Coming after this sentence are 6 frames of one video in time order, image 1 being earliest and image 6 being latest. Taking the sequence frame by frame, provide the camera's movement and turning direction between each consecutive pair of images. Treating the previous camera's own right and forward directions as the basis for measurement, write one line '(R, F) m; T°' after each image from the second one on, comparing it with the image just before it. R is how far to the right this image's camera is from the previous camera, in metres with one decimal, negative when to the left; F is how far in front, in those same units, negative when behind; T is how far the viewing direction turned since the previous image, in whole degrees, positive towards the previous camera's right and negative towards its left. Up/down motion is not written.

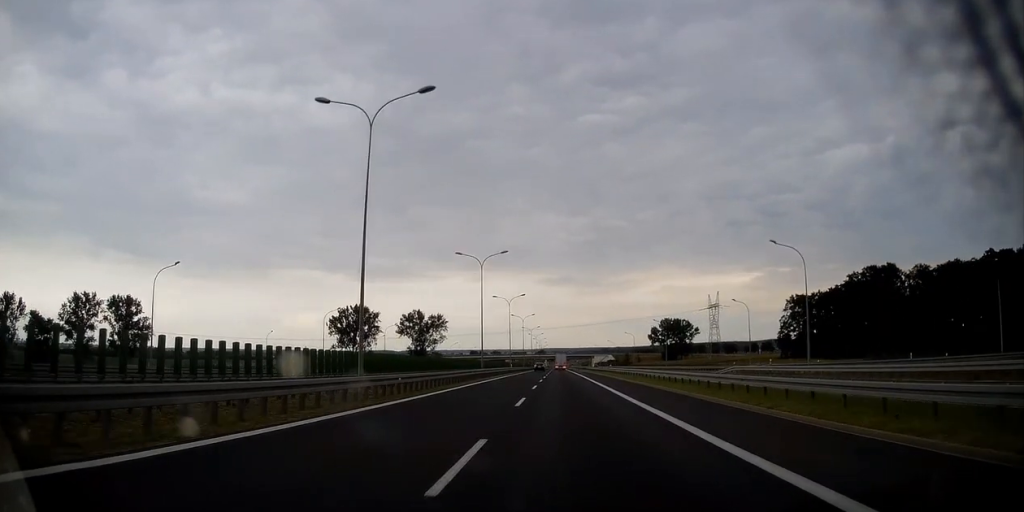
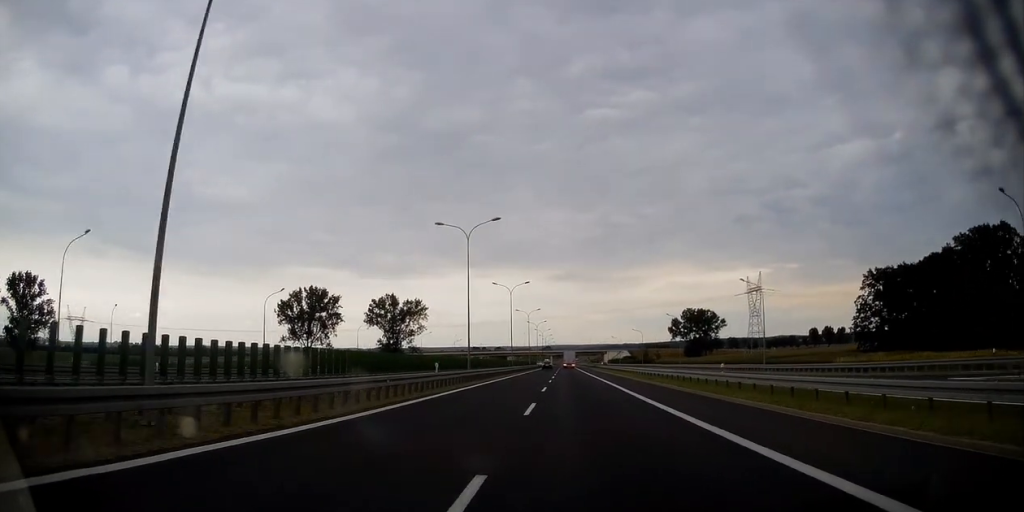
(-0.2, +51.0) m; 0°
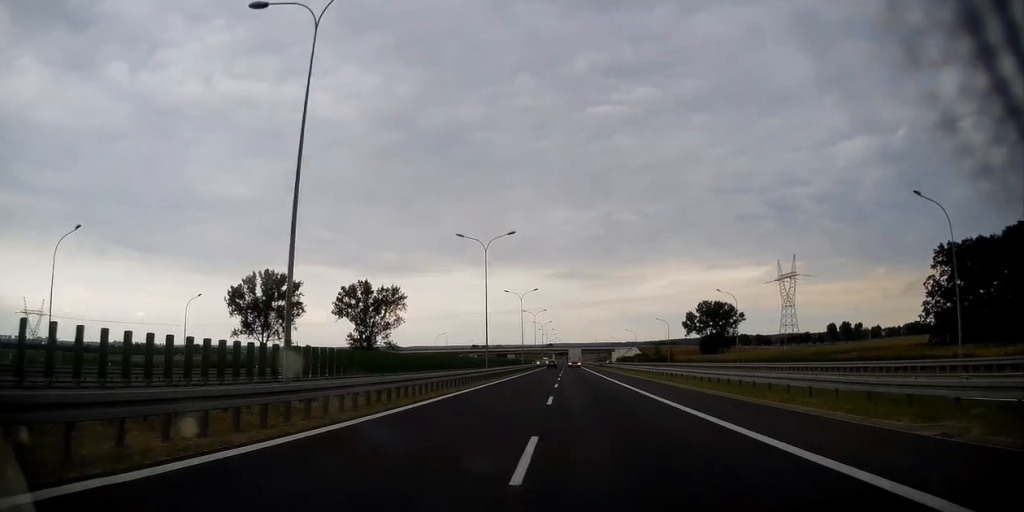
(0.0, +32.4) m; 0°
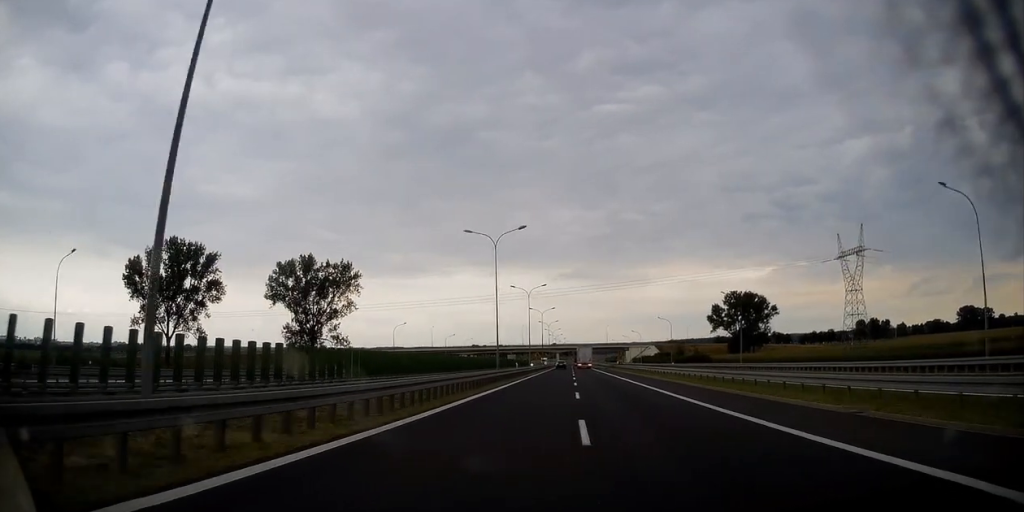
(-0.3, +45.2) m; 0°
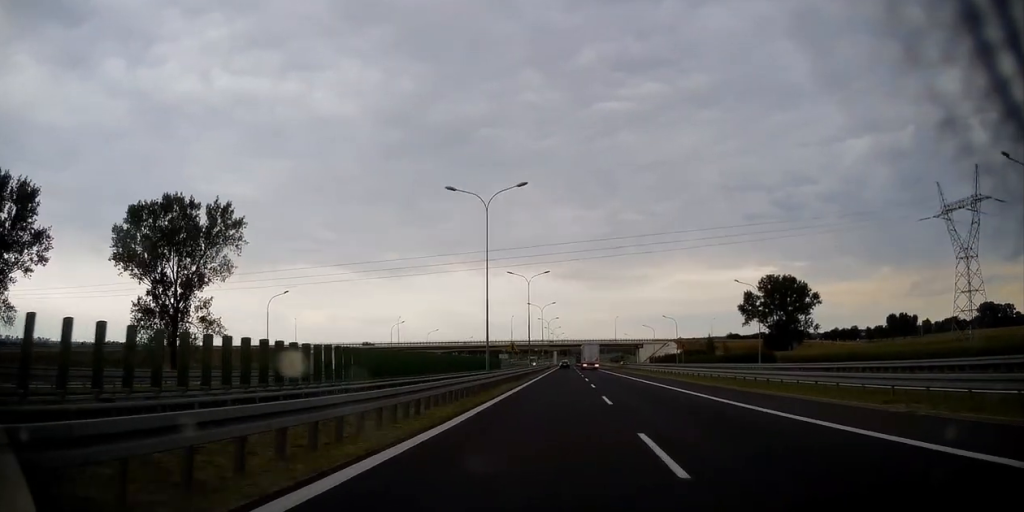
(-0.1, +51.1) m; 0°
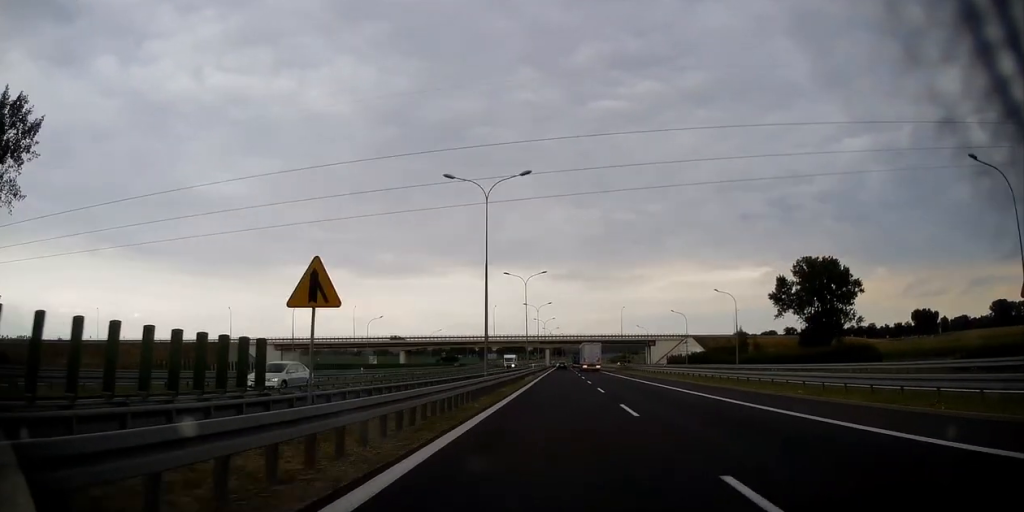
(+0.1, +39.8) m; 0°
